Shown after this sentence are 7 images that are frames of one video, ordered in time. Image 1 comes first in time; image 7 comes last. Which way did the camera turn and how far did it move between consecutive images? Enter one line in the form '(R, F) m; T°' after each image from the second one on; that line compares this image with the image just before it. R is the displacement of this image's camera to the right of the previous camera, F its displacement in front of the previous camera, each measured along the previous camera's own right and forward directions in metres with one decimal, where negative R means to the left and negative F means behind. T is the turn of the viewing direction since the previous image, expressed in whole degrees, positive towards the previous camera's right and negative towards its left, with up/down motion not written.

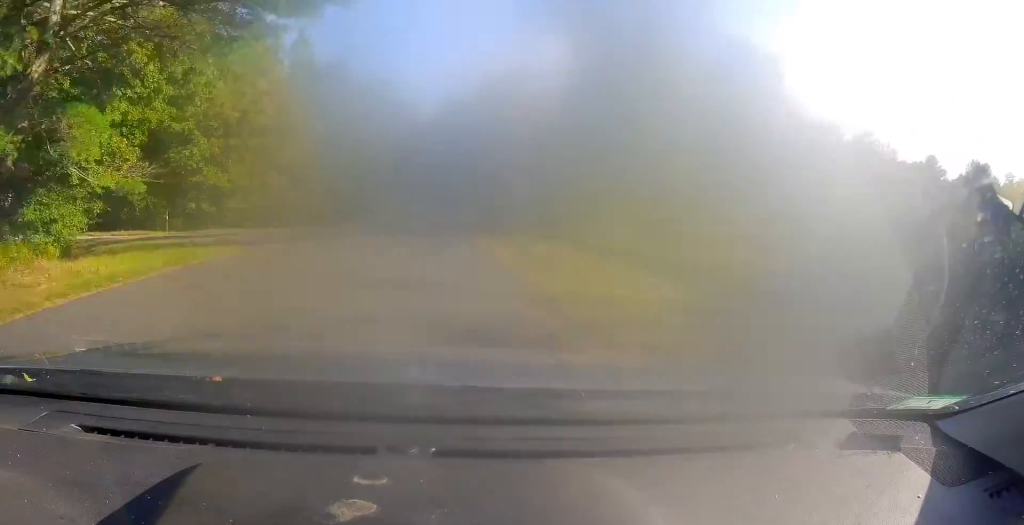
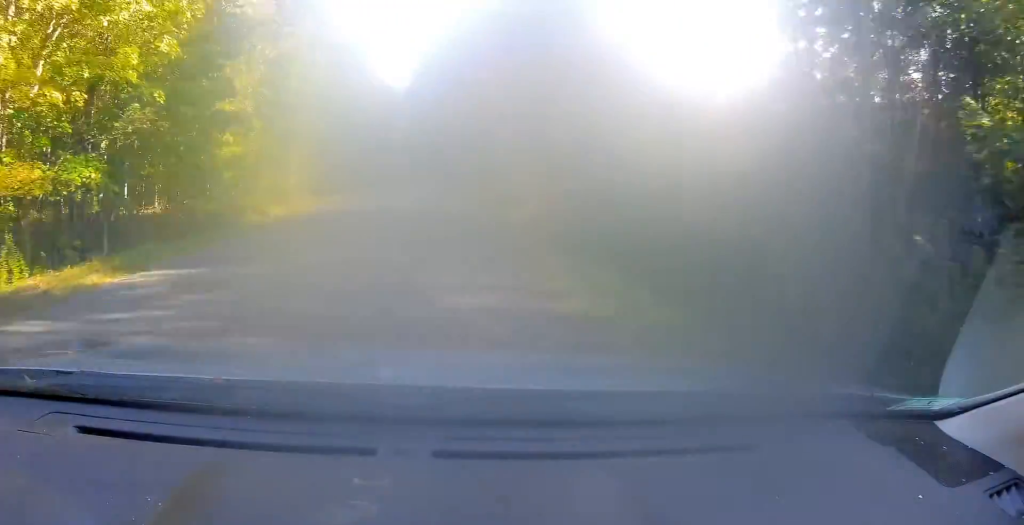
(+1.1, +49.6) m; +2°
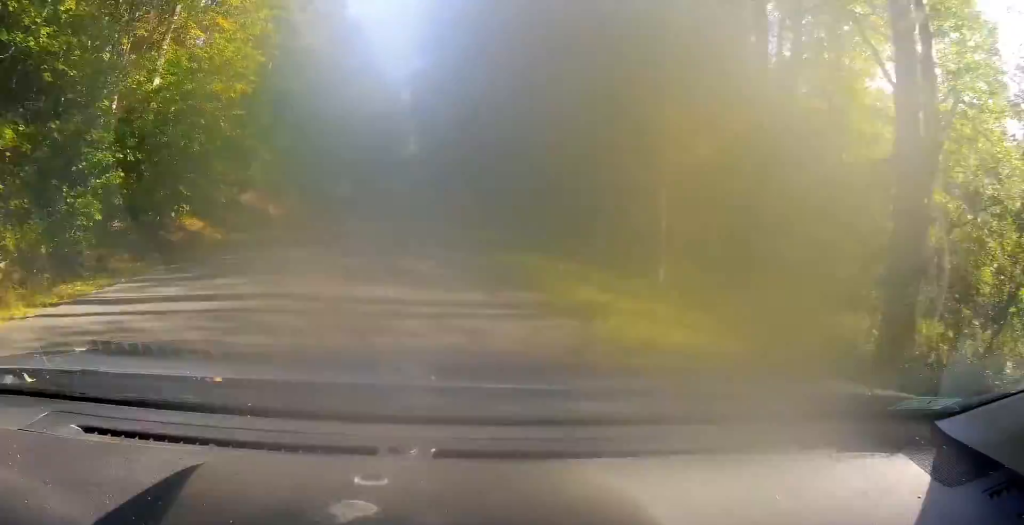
(+0.6, +36.2) m; +1°
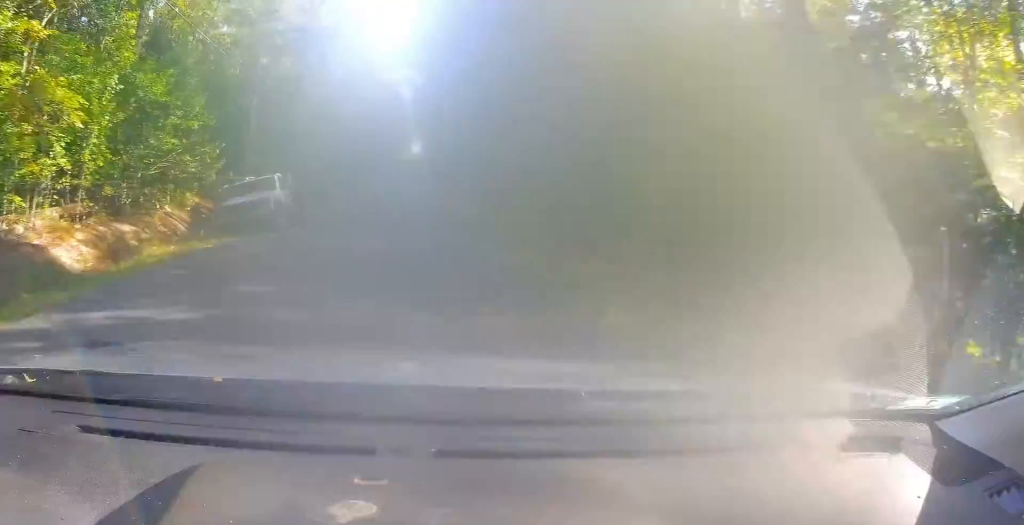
(-0.1, +19.8) m; -1°
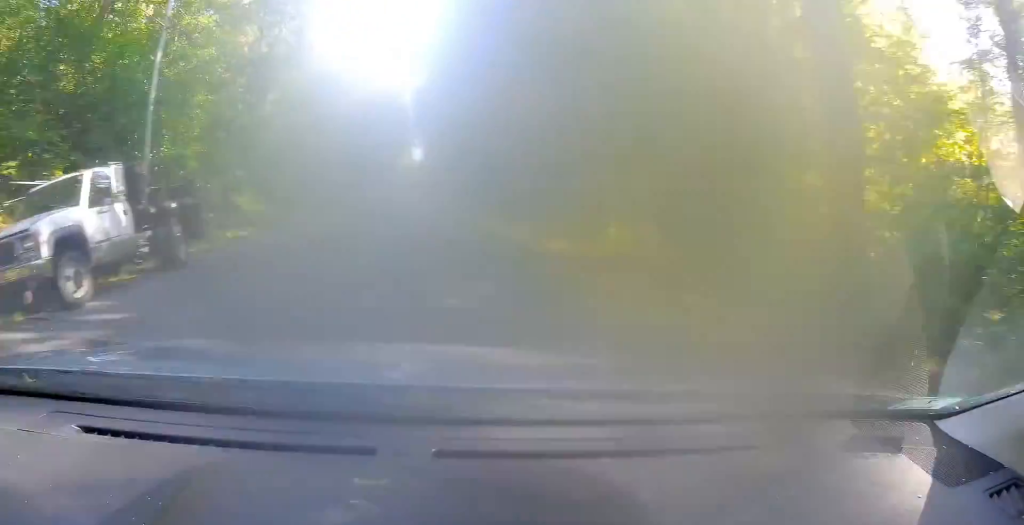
(-0.1, +12.2) m; -1°
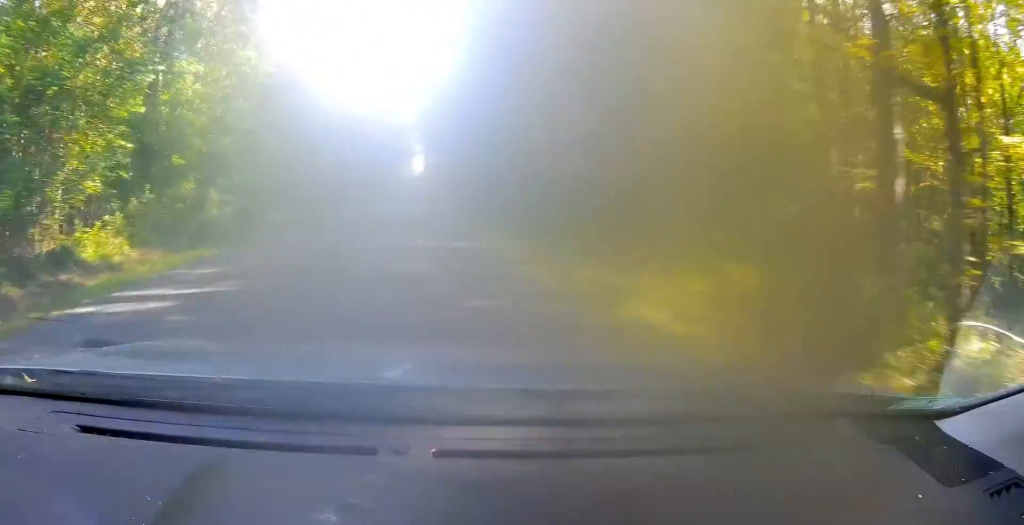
(-0.1, +15.6) m; -1°
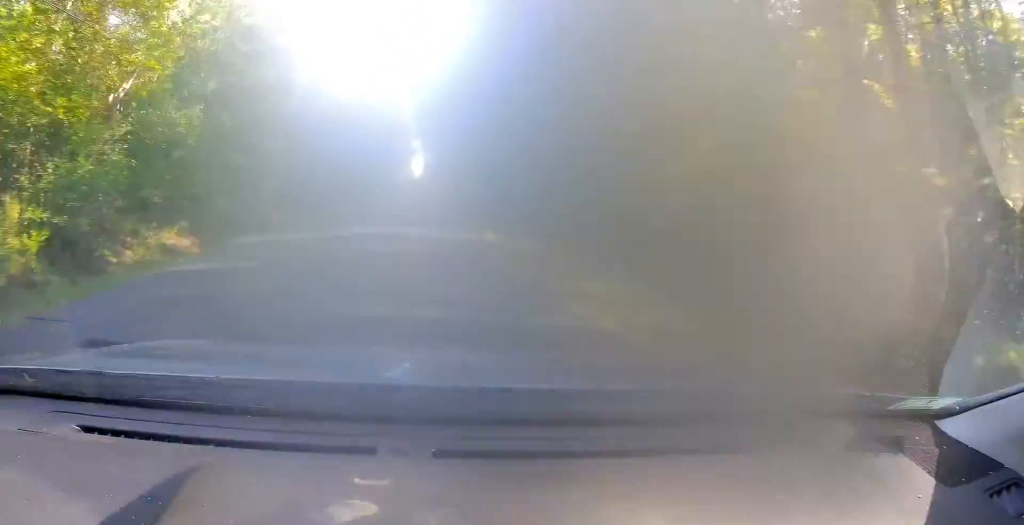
(-0.2, +15.3) m; +1°
